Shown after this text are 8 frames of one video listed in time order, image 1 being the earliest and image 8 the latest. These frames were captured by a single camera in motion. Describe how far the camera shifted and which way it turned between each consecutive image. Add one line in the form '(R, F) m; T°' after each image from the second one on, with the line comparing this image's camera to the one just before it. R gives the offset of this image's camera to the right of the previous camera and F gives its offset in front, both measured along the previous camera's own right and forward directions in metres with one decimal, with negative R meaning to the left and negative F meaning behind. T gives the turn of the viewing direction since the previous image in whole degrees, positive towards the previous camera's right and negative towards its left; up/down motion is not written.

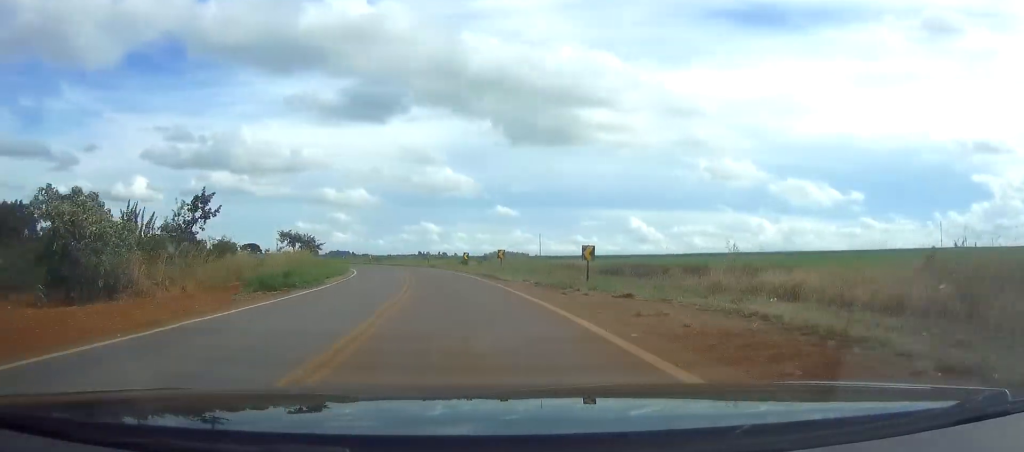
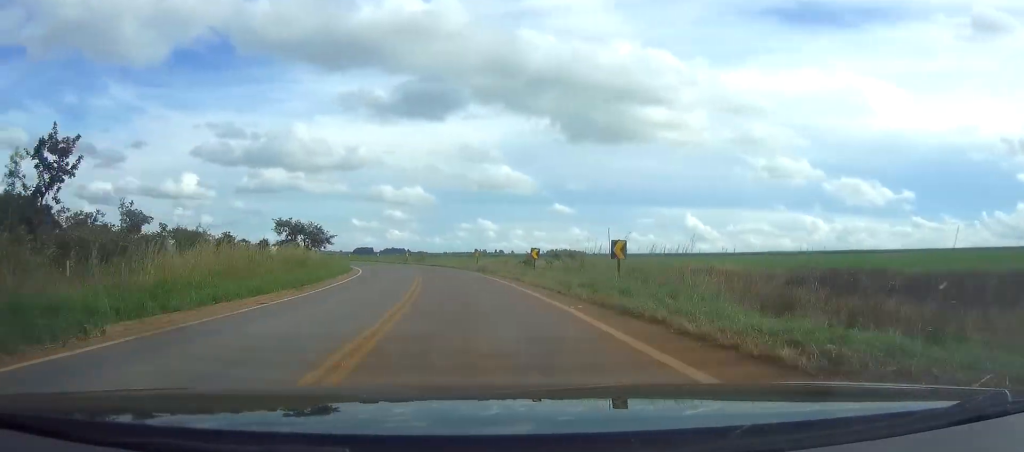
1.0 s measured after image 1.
(-0.6, +24.4) m; -3°
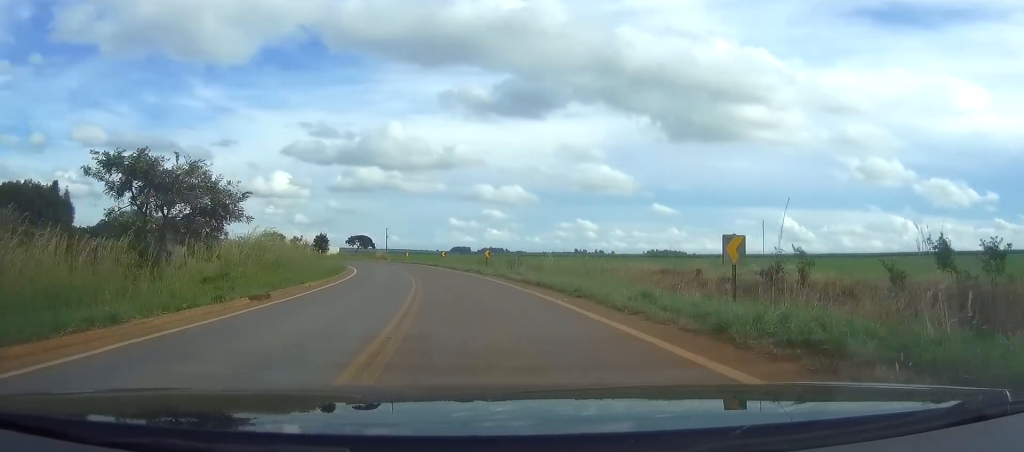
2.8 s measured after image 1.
(-2.8, +45.7) m; -7°
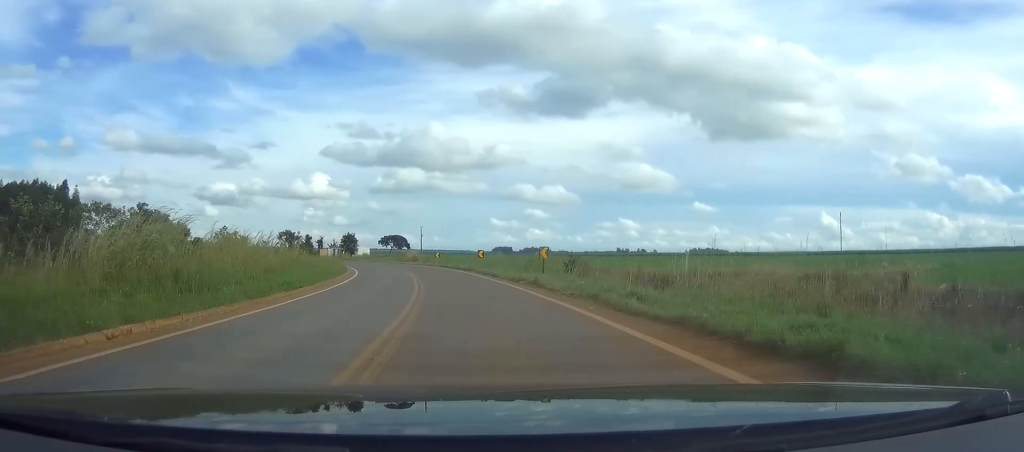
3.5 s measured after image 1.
(-0.2, +16.9) m; -4°
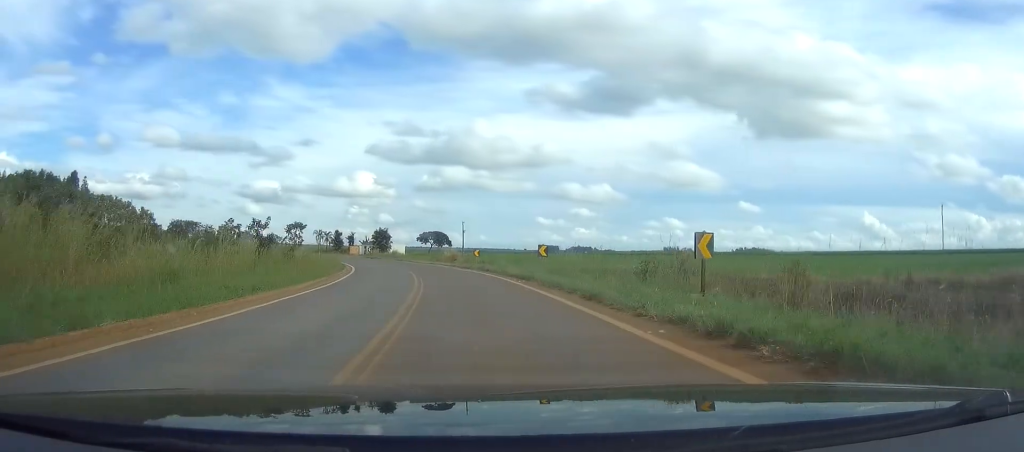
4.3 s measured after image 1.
(-0.2, +19.7) m; -15°
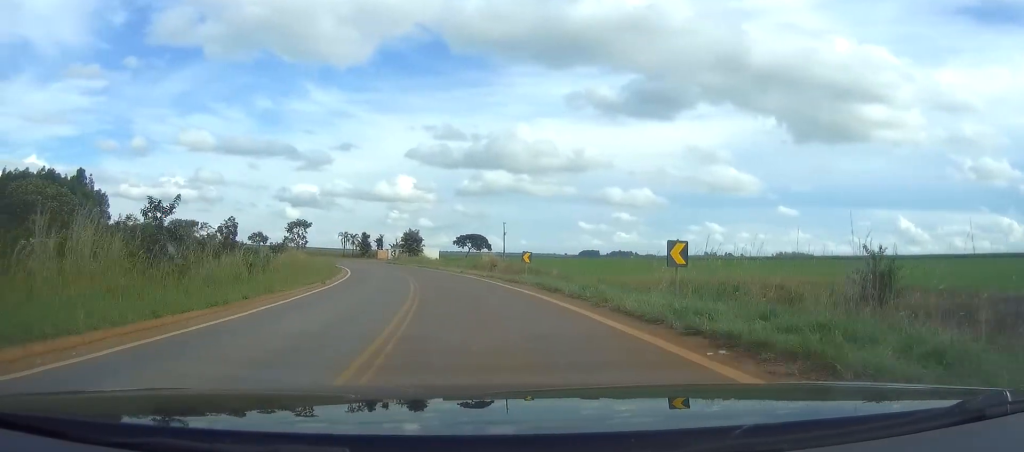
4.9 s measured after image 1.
(-3.7, +16.3) m; -12°
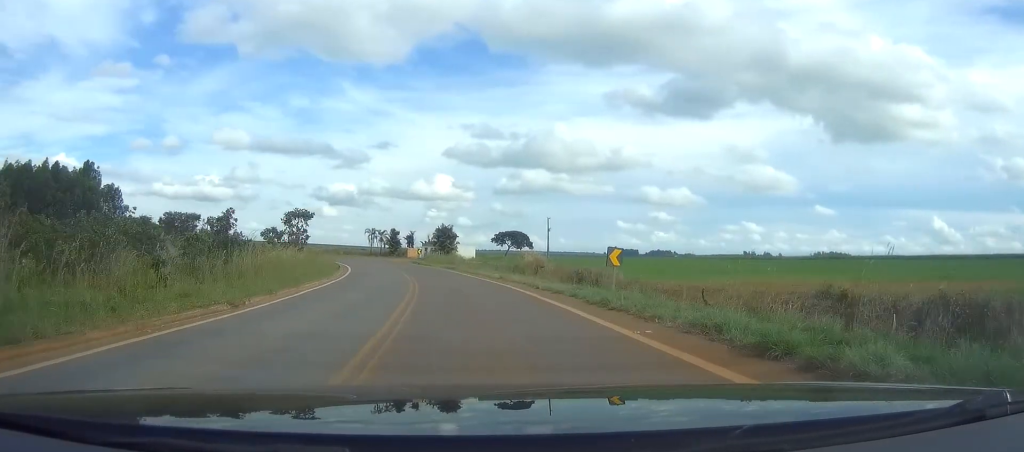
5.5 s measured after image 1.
(-2.1, +14.6) m; -8°
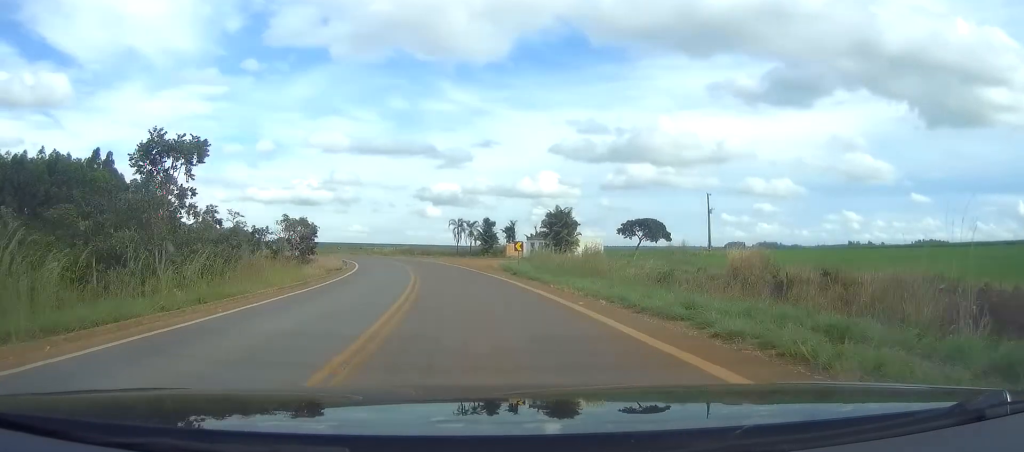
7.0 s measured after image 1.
(-0.2, +40.6) m; 0°
